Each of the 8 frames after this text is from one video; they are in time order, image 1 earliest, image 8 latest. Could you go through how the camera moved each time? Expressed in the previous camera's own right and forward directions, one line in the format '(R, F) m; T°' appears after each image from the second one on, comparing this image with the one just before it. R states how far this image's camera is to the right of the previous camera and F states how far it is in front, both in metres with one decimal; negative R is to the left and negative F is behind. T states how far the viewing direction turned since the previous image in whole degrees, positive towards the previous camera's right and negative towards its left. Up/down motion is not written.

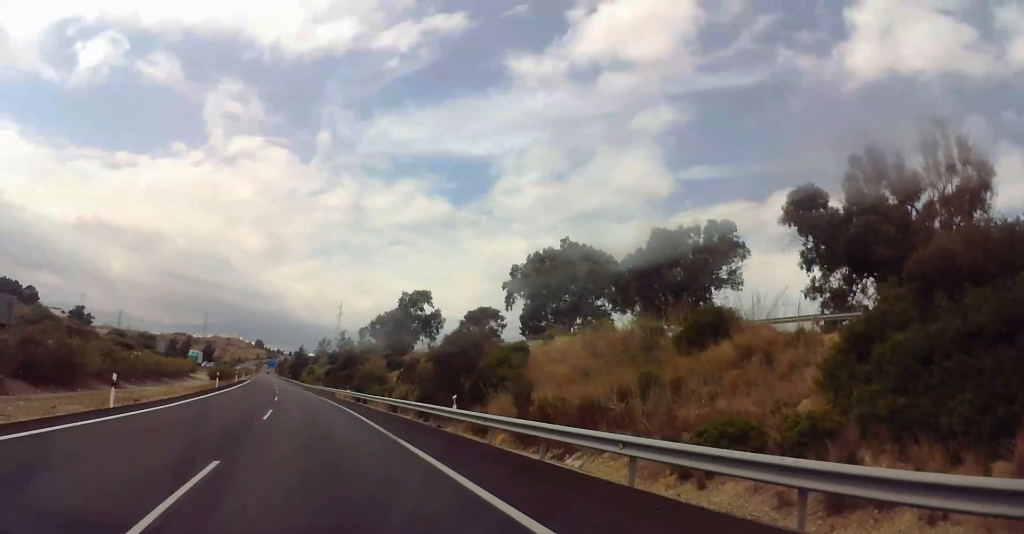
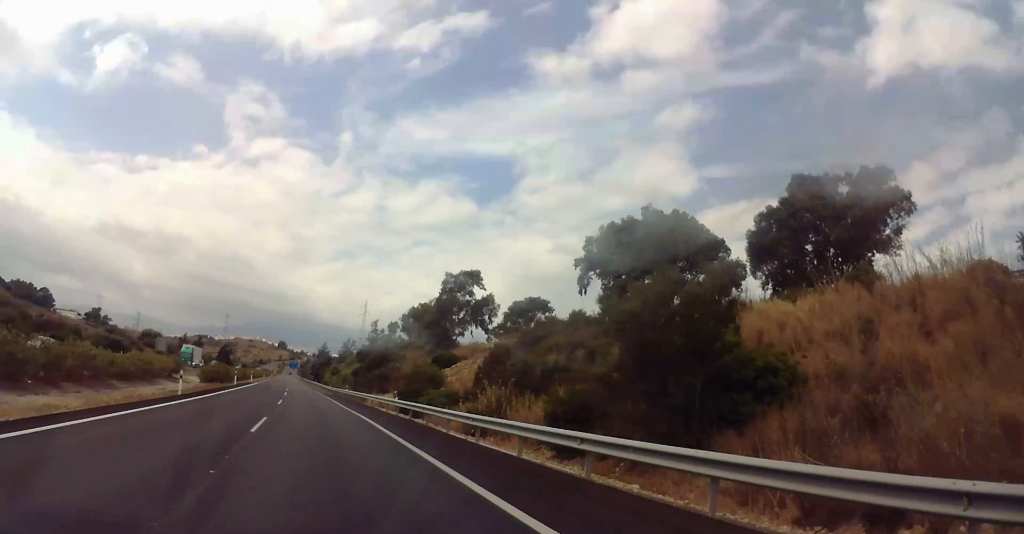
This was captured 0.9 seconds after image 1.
(-1.2, +21.6) m; -3°
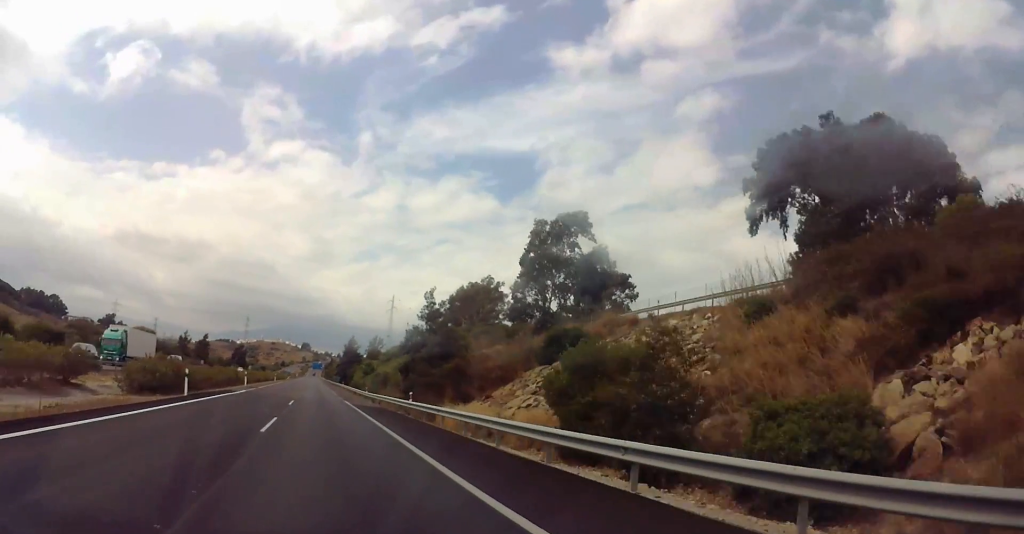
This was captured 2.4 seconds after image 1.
(+0.1, +34.2) m; -1°
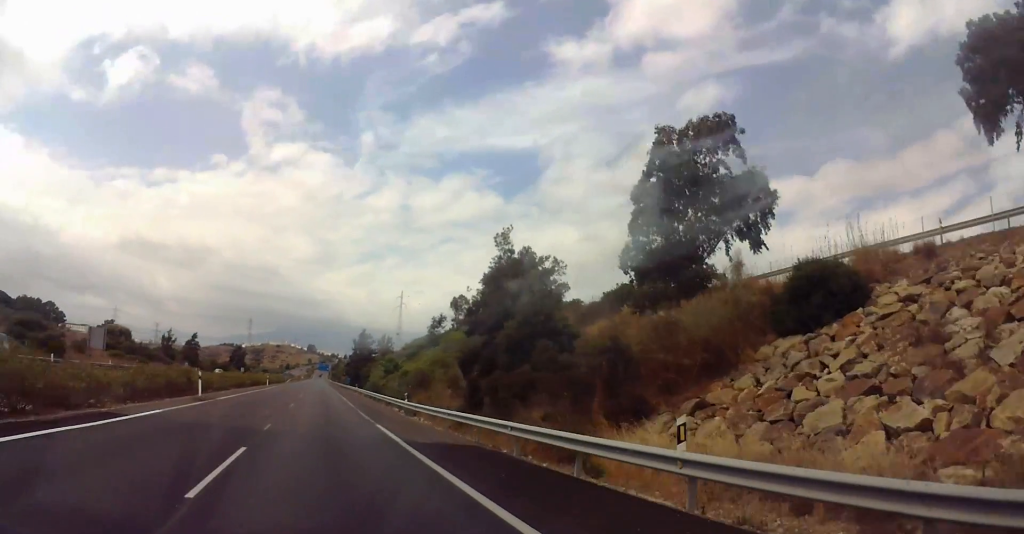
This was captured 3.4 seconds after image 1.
(-0.5, +26.0) m; -1°
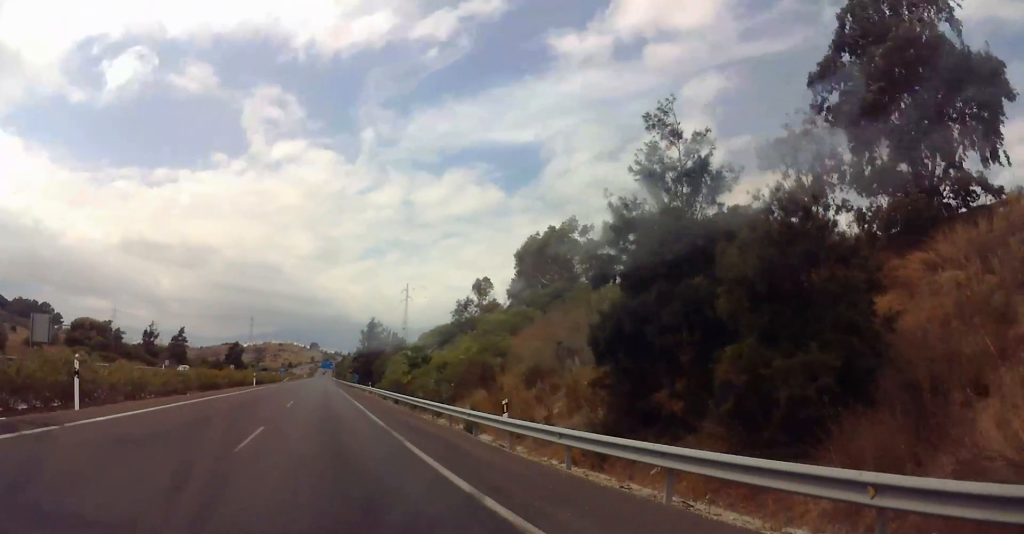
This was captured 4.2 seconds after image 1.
(+0.2, +19.4) m; +1°
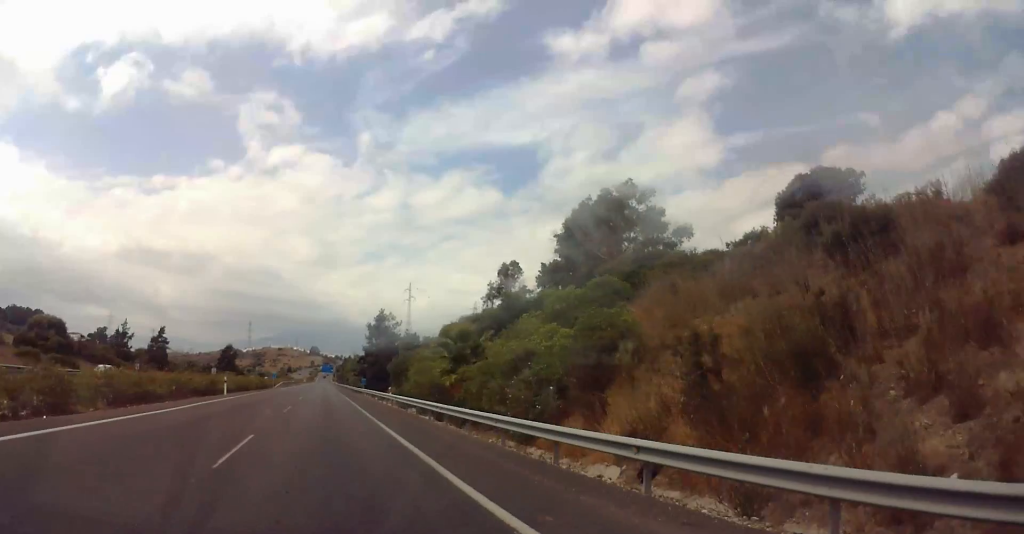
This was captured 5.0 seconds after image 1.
(0.0, +18.4) m; 0°
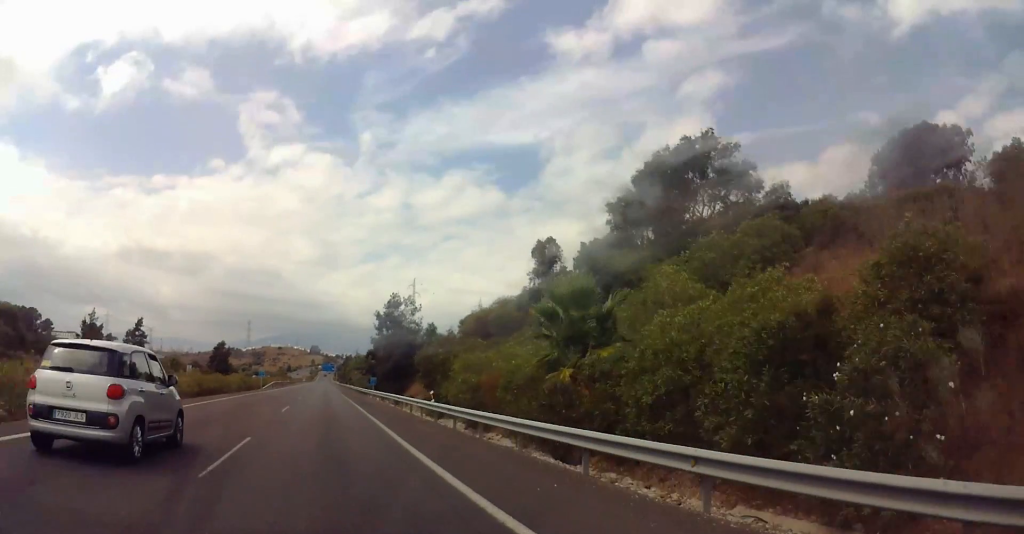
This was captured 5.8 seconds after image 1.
(0.0, +18.3) m; 0°
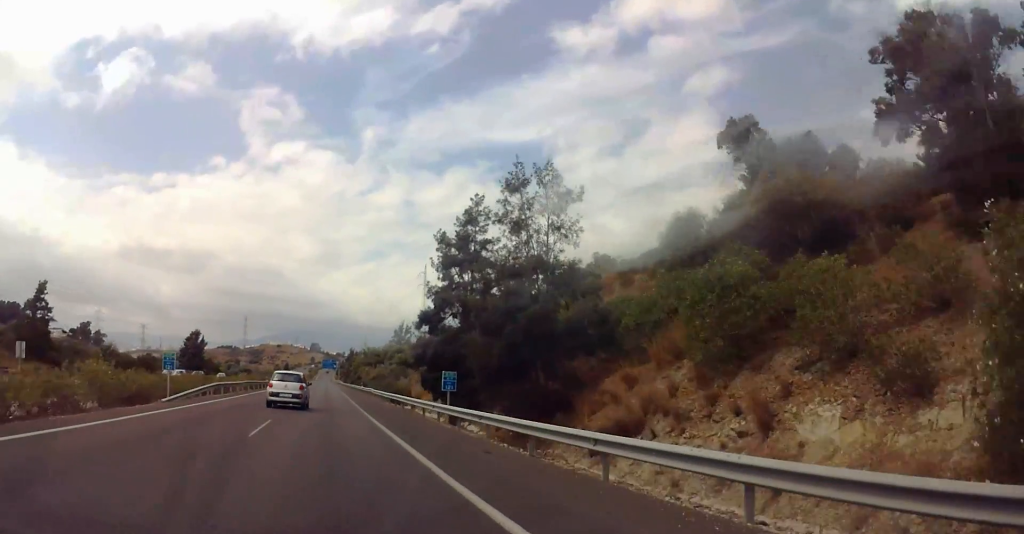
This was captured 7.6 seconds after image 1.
(-0.3, +44.4) m; -1°
